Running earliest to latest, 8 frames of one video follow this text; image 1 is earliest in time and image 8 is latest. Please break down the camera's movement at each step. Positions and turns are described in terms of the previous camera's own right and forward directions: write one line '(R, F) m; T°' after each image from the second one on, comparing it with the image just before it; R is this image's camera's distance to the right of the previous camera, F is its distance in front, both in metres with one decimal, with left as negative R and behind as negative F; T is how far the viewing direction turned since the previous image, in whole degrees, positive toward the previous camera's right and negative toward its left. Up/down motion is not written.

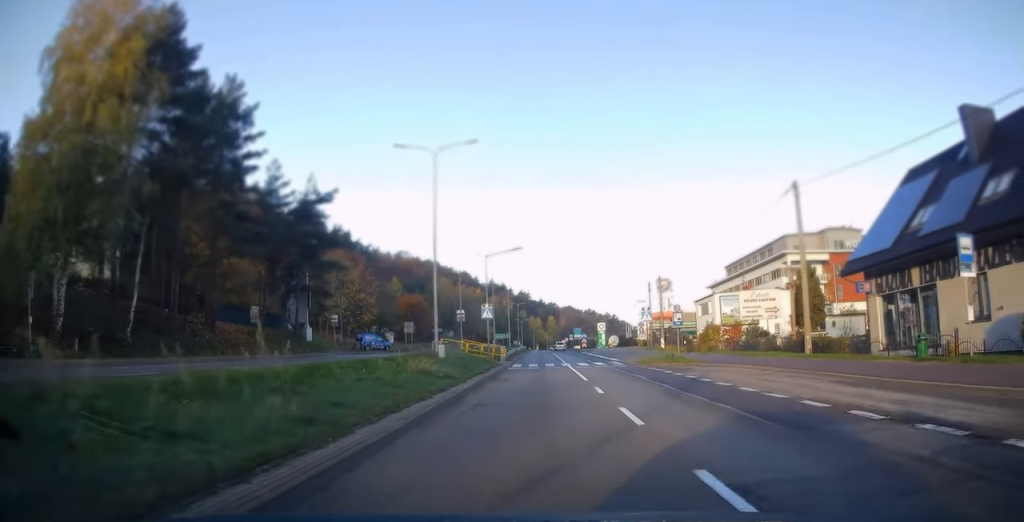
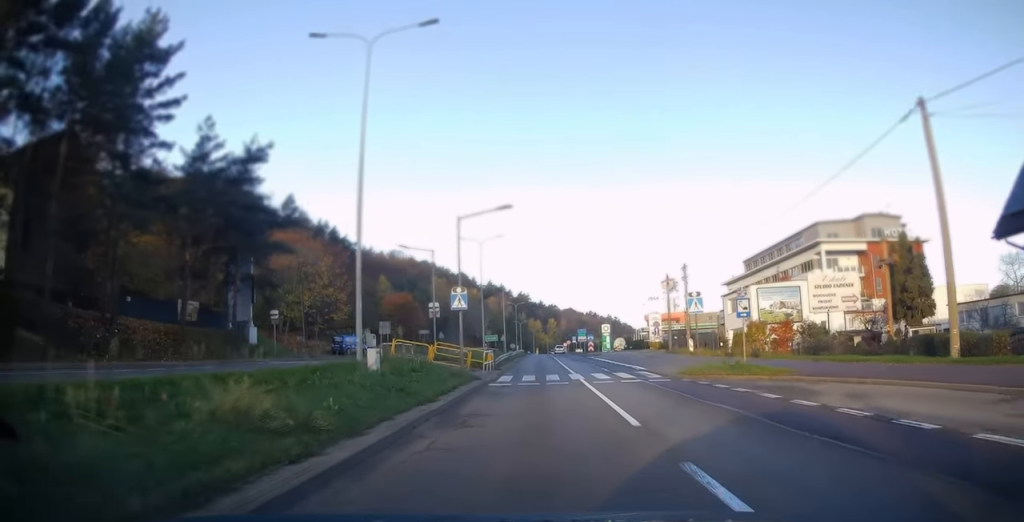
(-0.3, +11.5) m; 0°
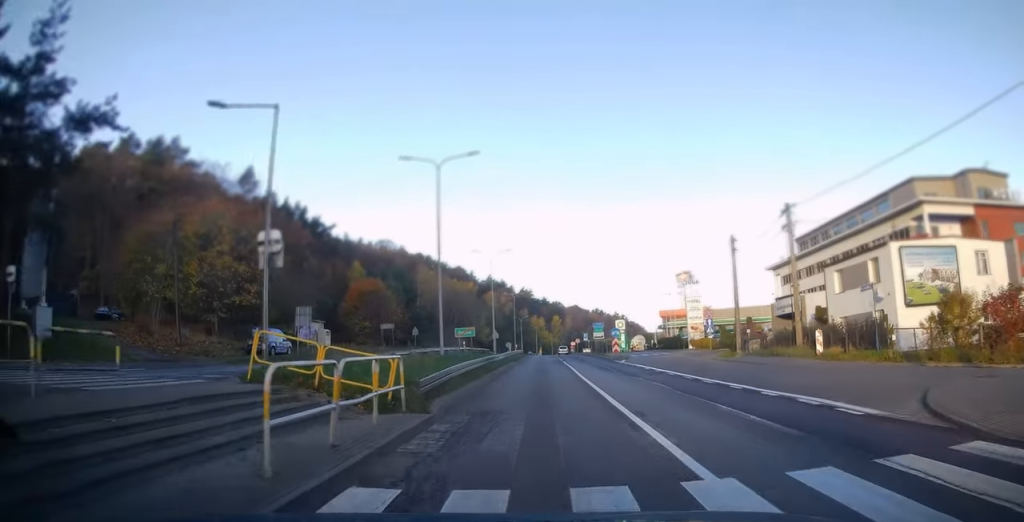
(+0.2, +22.5) m; 0°
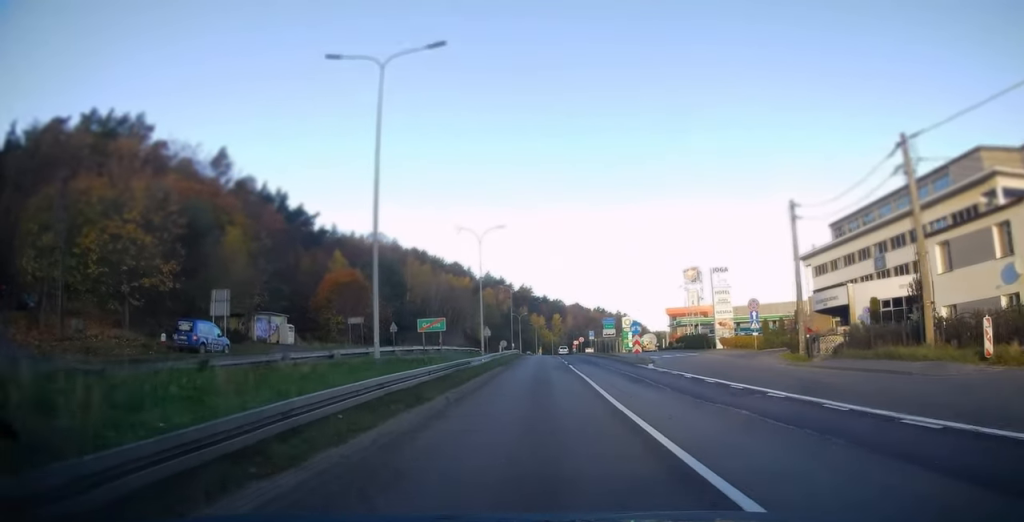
(-0.3, +11.3) m; 0°
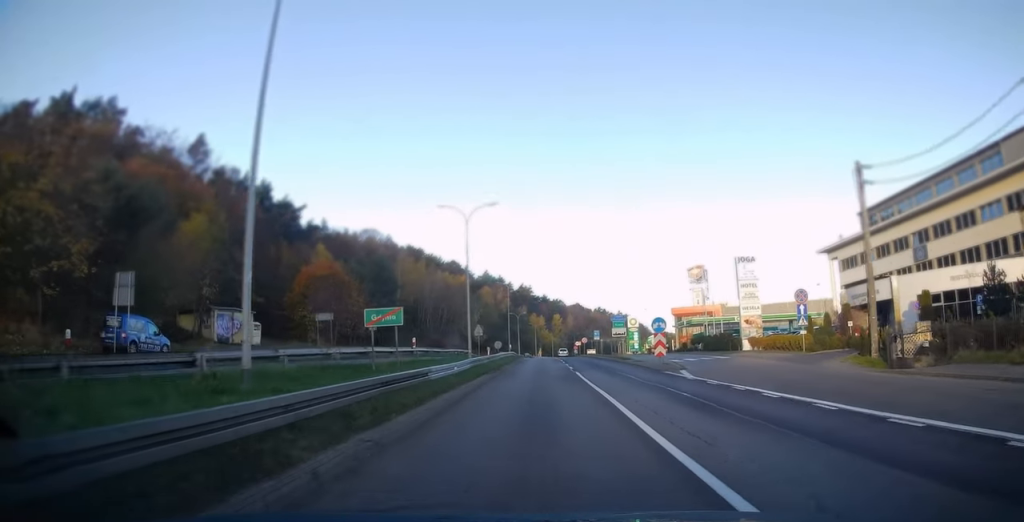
(+0.2, +8.0) m; 0°
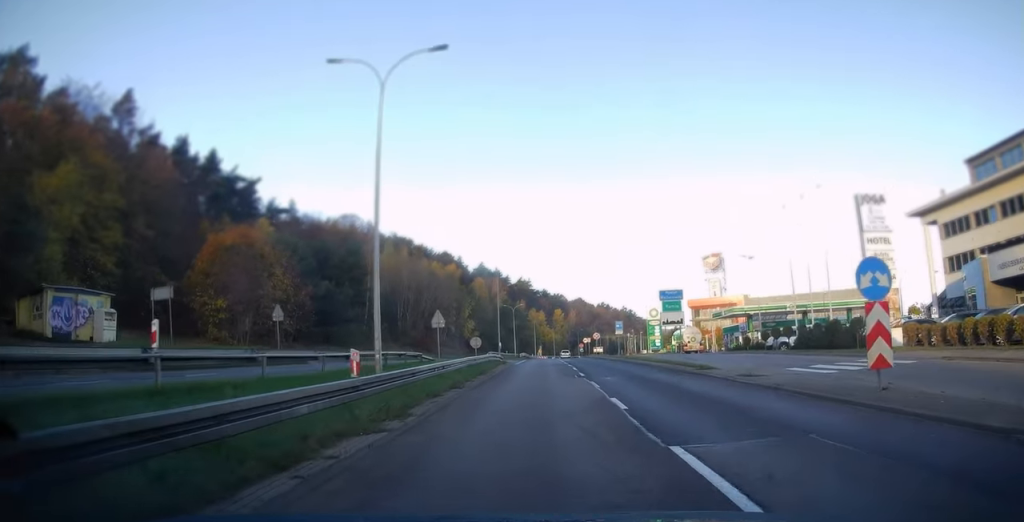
(-0.1, +21.5) m; 0°
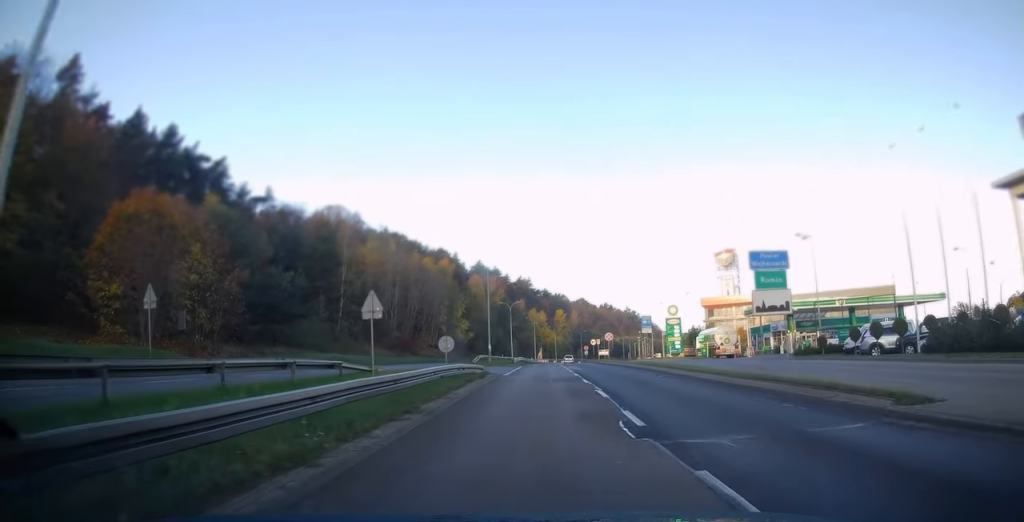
(+0.1, +13.5) m; +1°
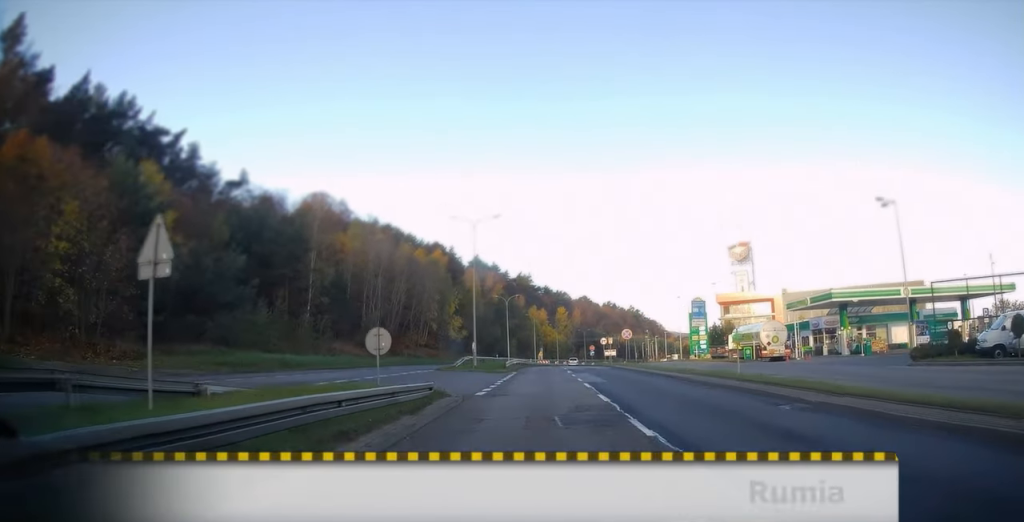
(+0.1, +12.7) m; 0°
